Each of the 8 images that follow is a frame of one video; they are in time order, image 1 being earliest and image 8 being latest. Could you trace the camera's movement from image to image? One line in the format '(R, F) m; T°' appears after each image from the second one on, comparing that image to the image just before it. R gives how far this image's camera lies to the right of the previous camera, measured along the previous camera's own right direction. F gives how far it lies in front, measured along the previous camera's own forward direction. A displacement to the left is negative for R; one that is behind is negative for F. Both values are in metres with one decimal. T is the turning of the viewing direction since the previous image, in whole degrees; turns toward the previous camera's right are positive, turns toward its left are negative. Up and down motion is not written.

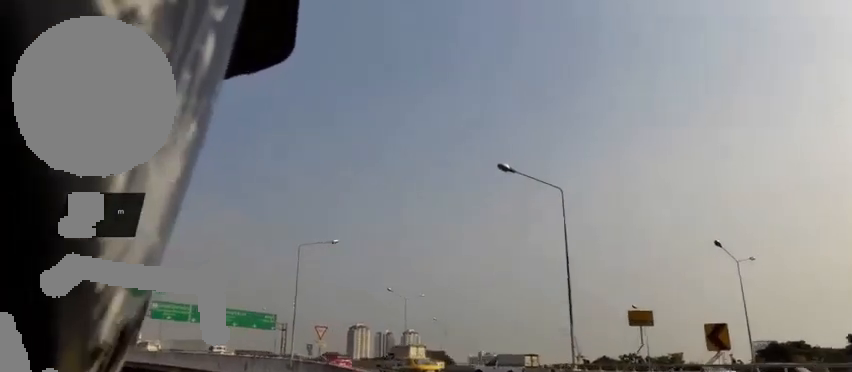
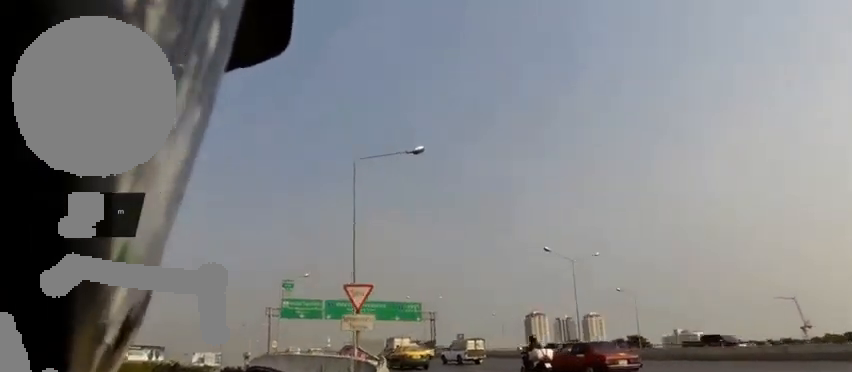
(-3.5, +20.4) m; -21°
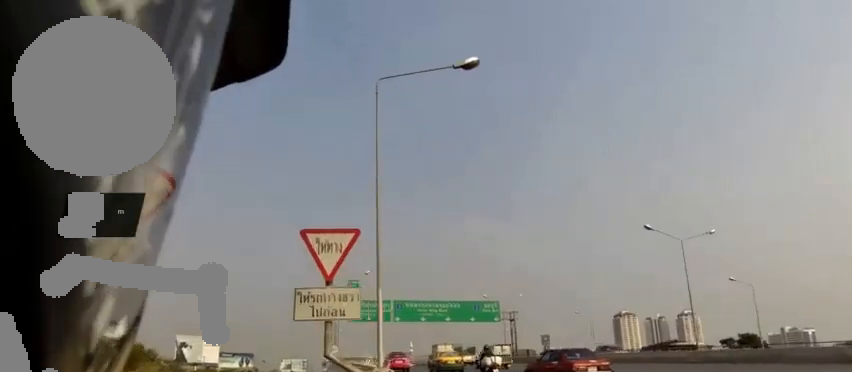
(-0.3, +7.6) m; -14°
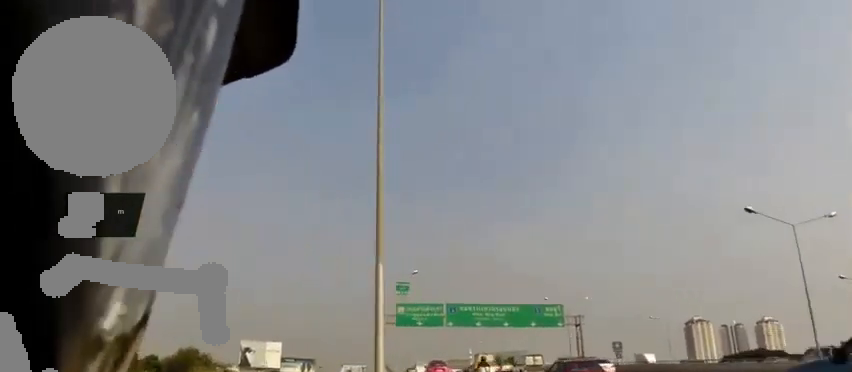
(-1.3, +5.3) m; -10°
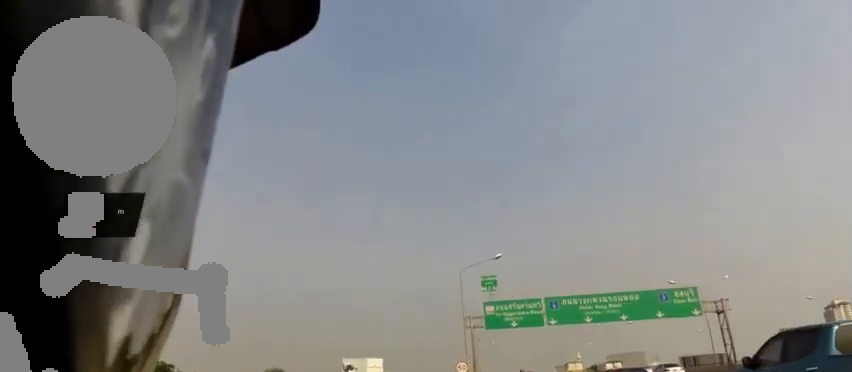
(-1.2, +10.9) m; -7°
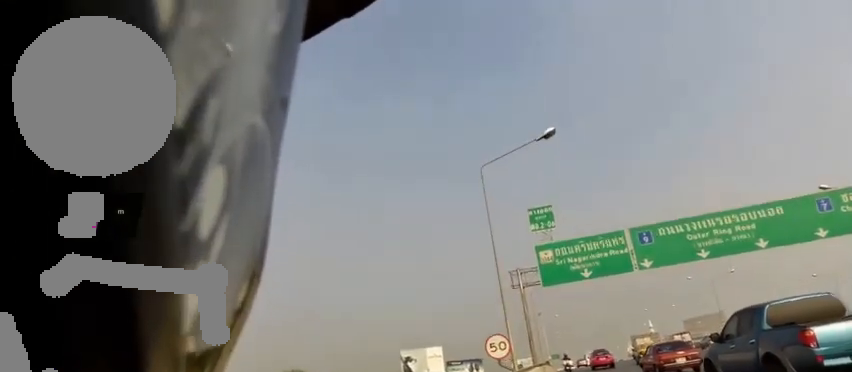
(-0.1, +17.0) m; -1°
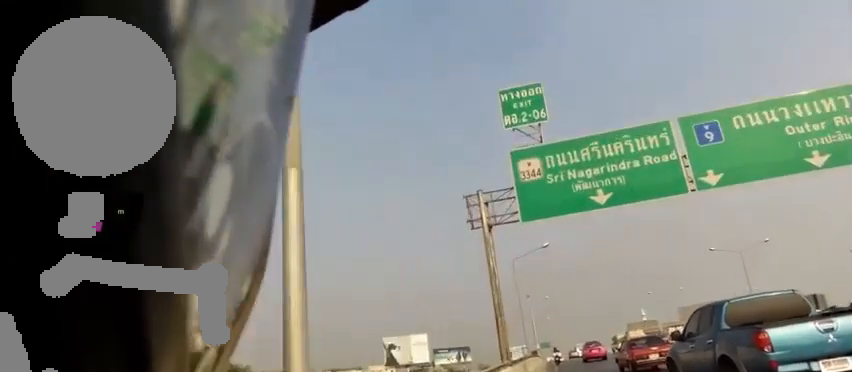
(-0.1, +13.9) m; -3°
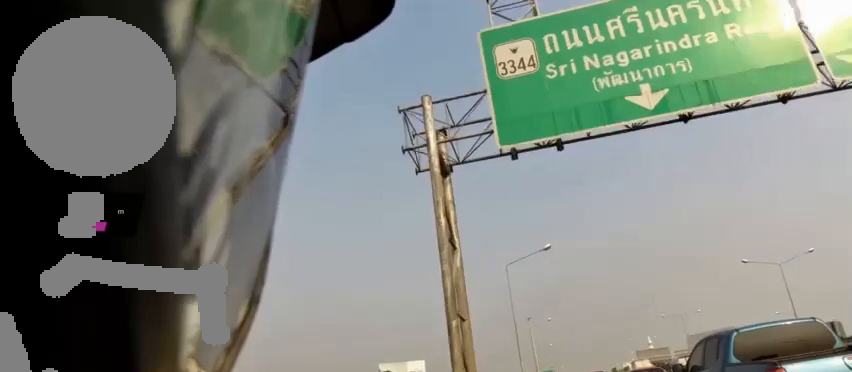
(-0.1, +8.4) m; -3°
